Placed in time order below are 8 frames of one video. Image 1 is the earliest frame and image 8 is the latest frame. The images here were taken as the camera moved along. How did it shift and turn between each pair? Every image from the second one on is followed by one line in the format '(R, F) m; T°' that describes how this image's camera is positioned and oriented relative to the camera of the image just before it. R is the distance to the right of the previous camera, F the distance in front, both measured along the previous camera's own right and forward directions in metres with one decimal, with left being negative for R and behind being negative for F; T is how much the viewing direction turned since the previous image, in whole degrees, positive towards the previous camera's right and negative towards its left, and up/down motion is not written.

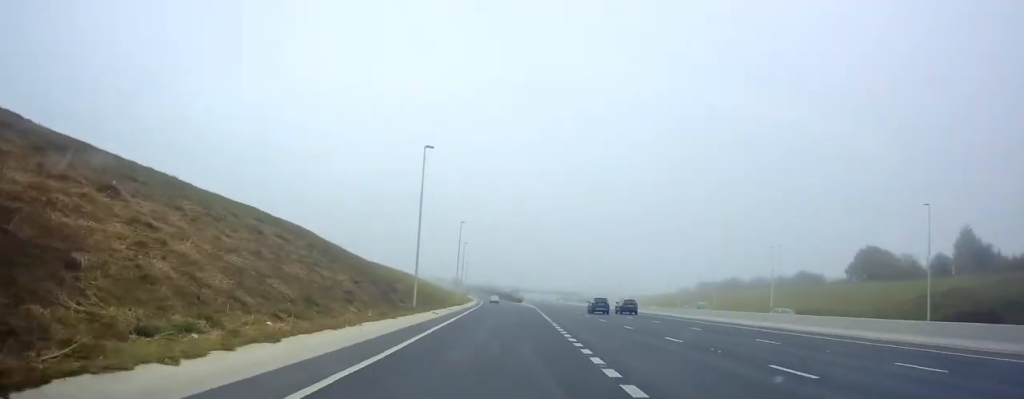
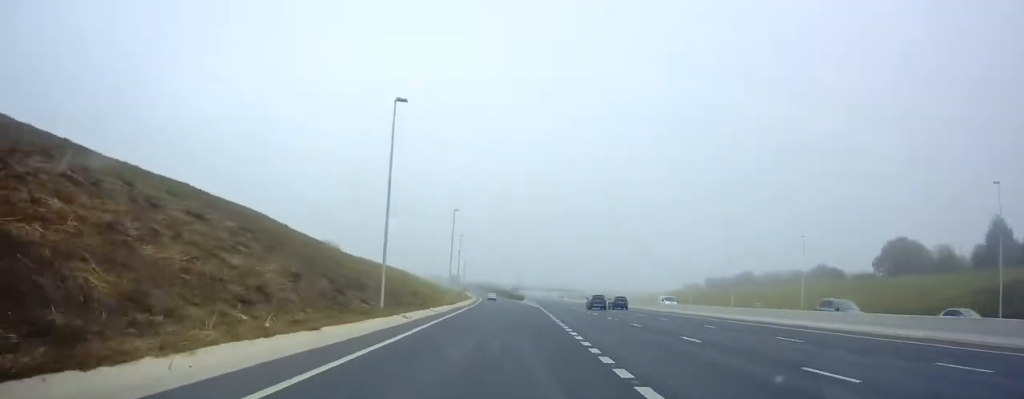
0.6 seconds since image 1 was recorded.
(0.0, +10.5) m; 0°
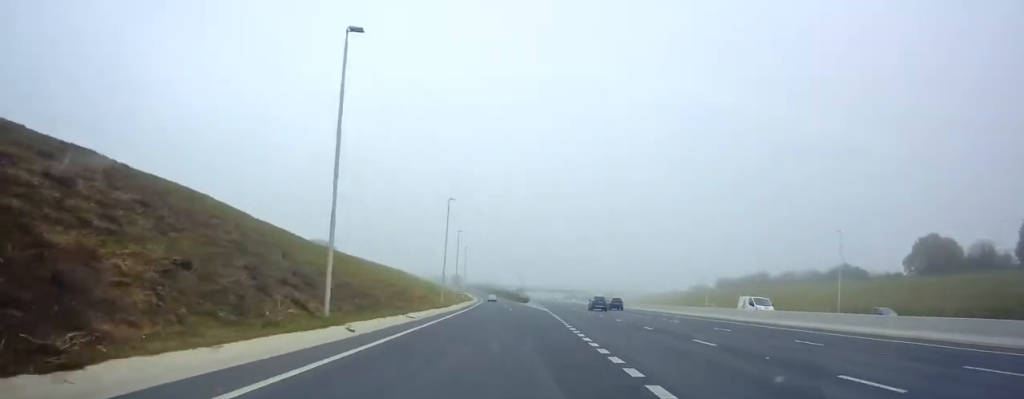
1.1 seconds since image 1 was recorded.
(0.0, +9.7) m; 0°
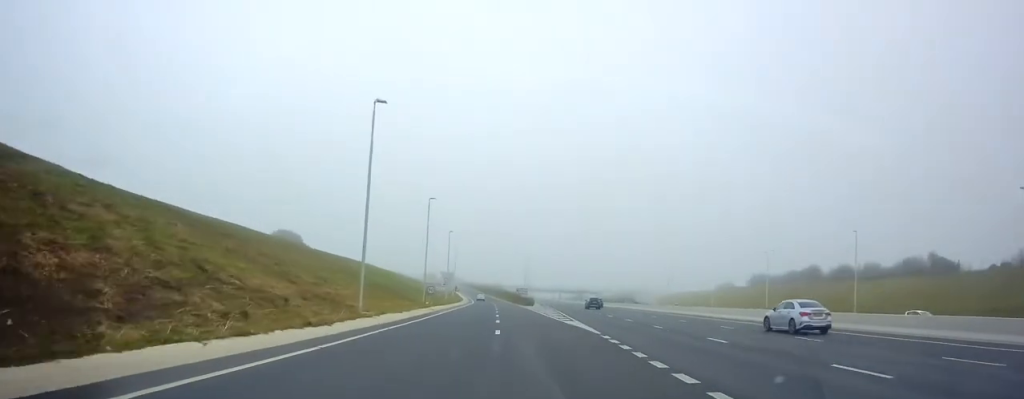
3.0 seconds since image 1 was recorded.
(-0.1, +34.3) m; 0°
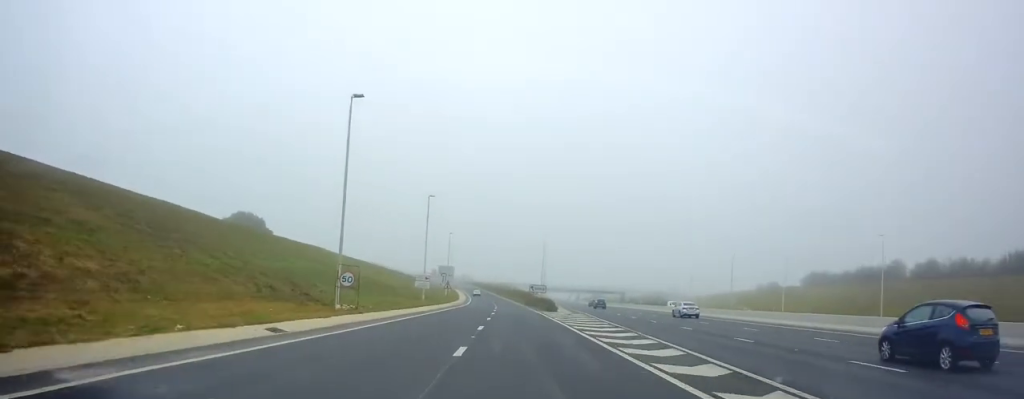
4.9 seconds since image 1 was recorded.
(-0.3, +34.5) m; -3°
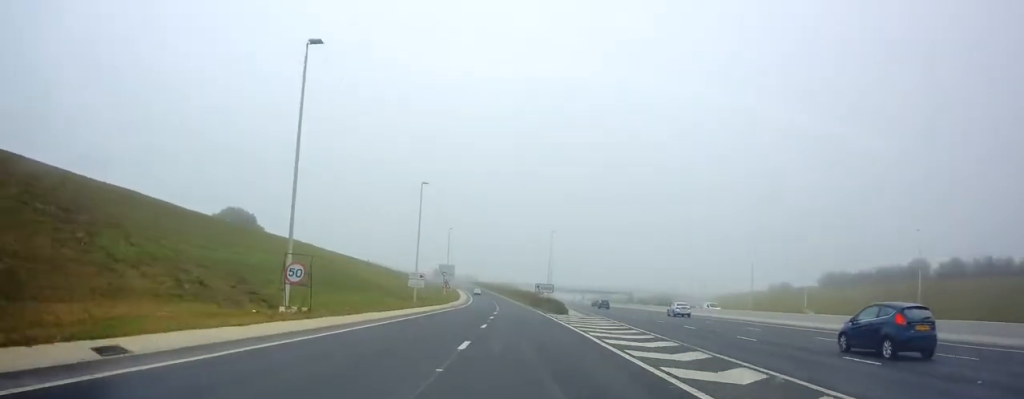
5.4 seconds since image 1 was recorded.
(-0.2, +7.6) m; -1°
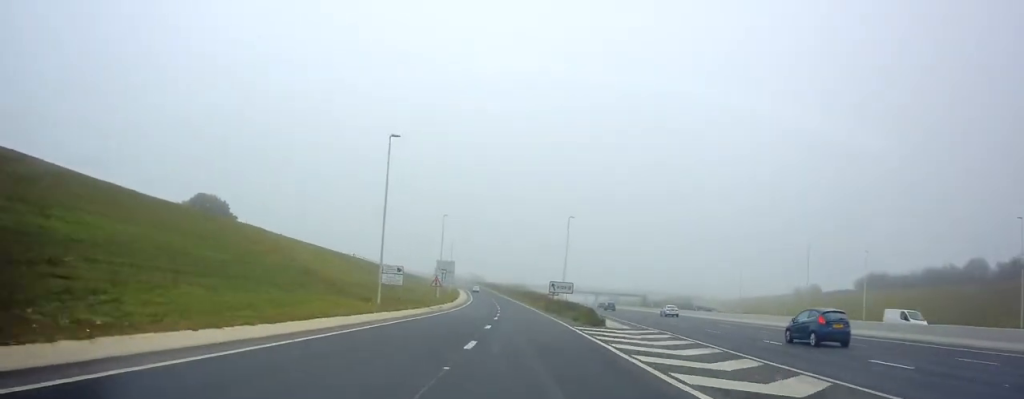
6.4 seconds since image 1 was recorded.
(-0.2, +17.6) m; +1°
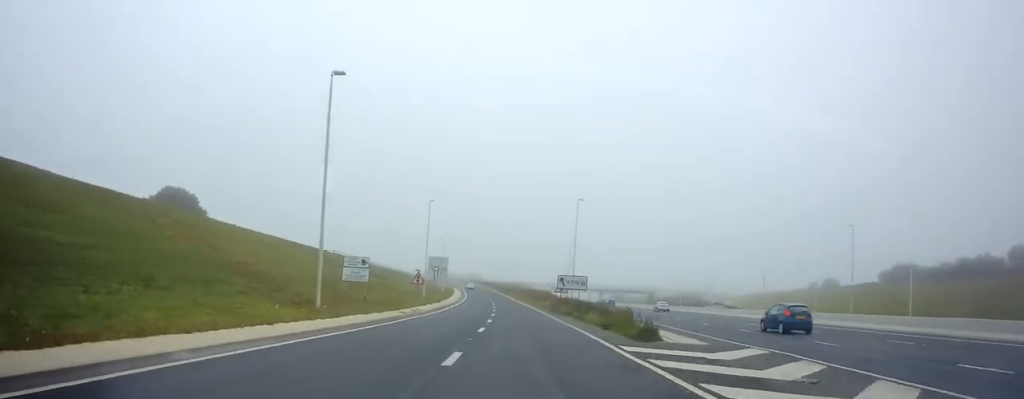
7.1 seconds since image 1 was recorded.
(+0.2, +12.3) m; +1°
